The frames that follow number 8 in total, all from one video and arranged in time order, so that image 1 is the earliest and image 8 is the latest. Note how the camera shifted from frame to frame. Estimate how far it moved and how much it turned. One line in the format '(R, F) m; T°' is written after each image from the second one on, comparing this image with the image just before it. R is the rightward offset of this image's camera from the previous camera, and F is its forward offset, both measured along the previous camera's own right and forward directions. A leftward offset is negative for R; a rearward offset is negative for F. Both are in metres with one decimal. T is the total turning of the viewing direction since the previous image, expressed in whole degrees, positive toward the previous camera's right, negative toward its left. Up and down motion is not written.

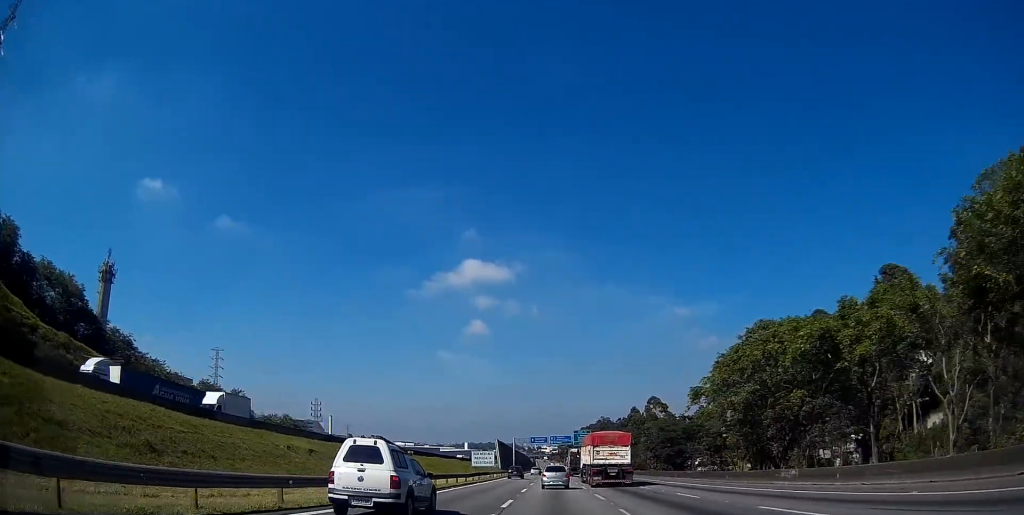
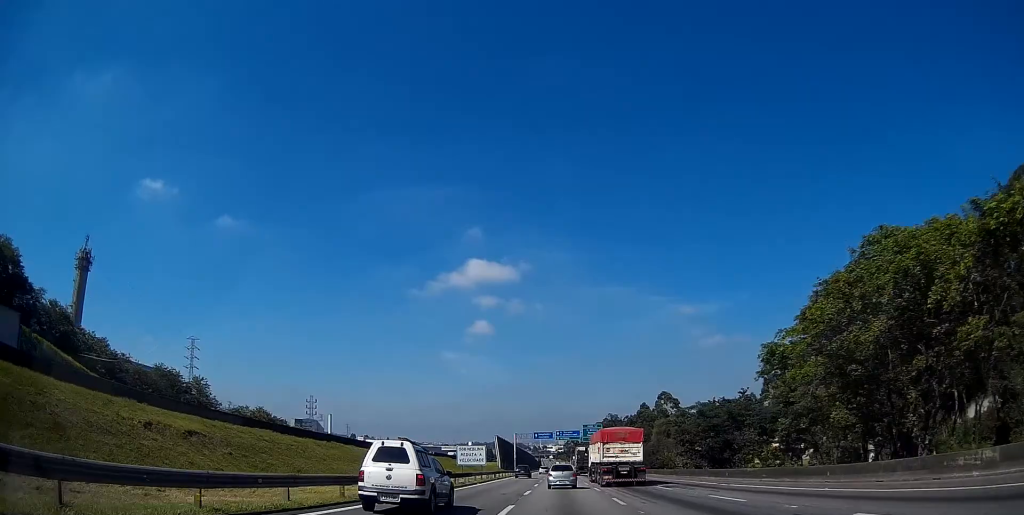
(0.0, +16.2) m; 0°
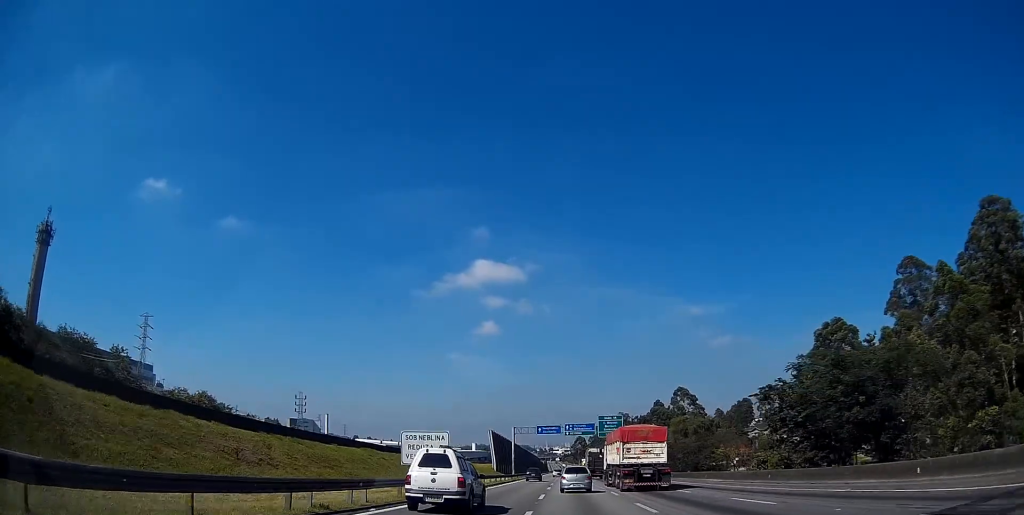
(-0.2, +25.2) m; -1°
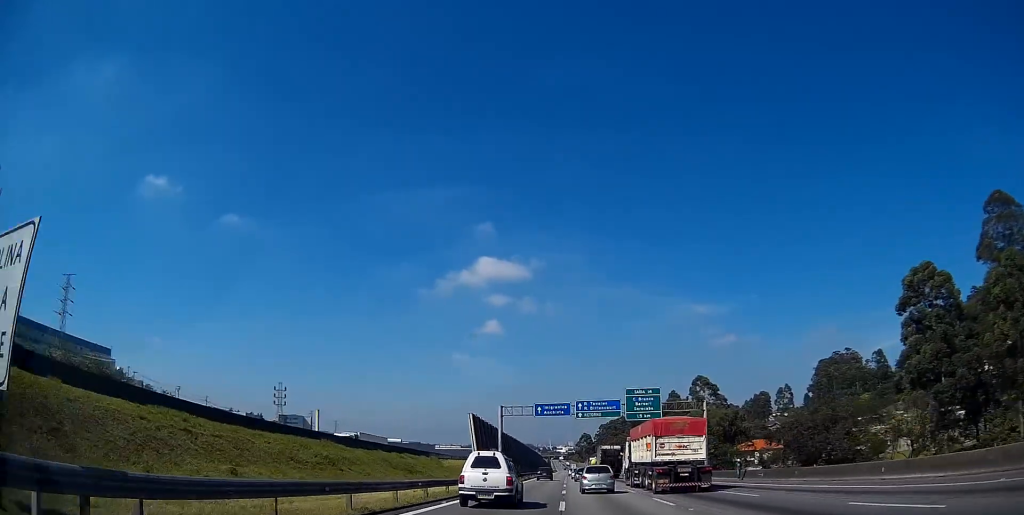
(-0.1, +31.5) m; 0°
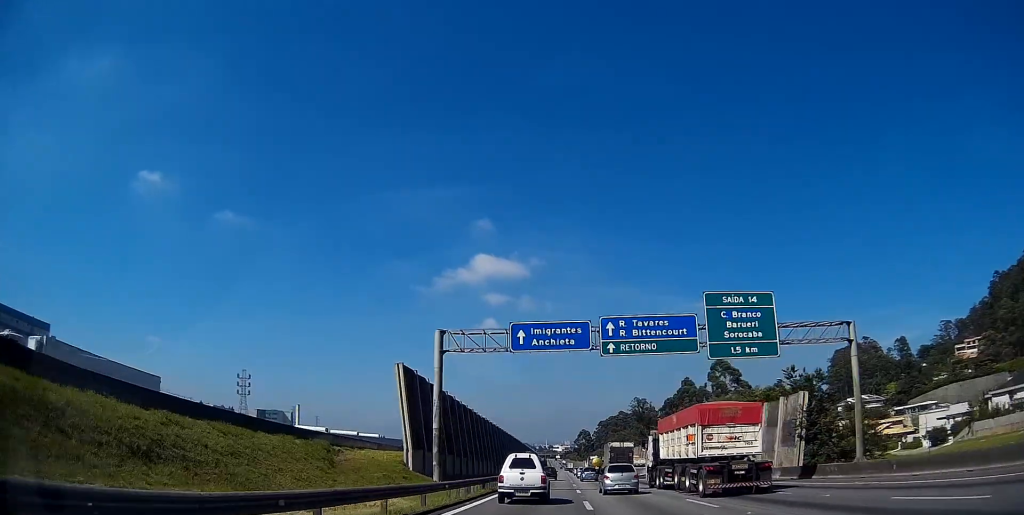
(-0.2, +35.9) m; 0°
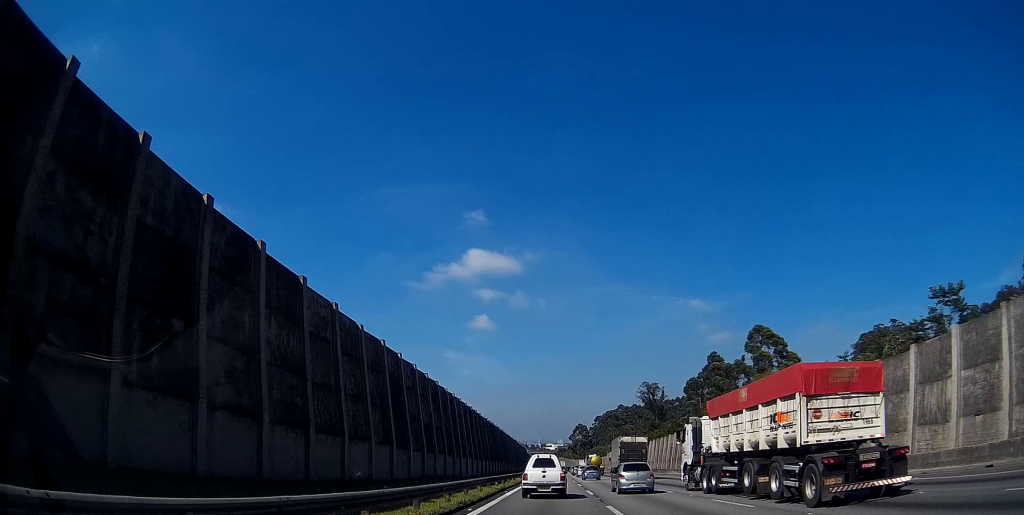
(+0.8, +51.4) m; +1°
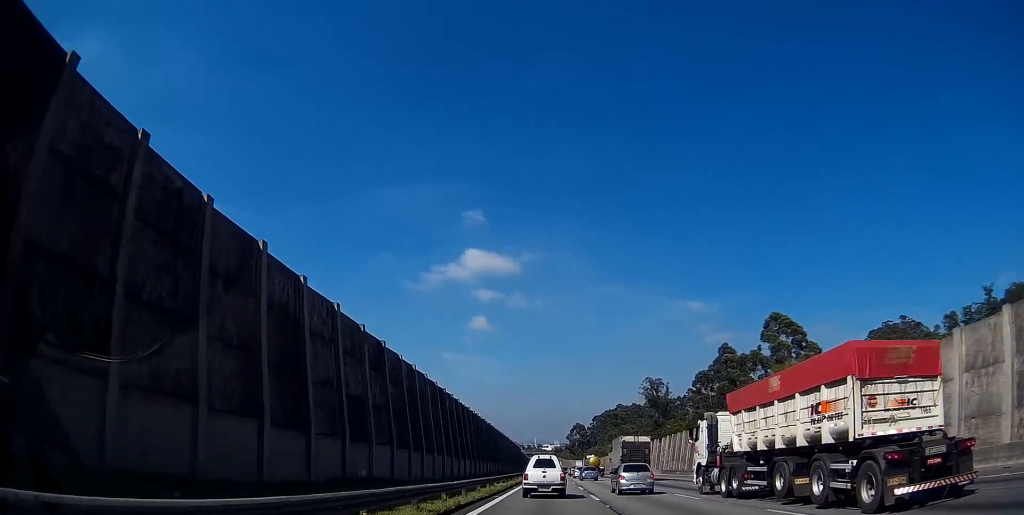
(0.0, +16.2) m; 0°
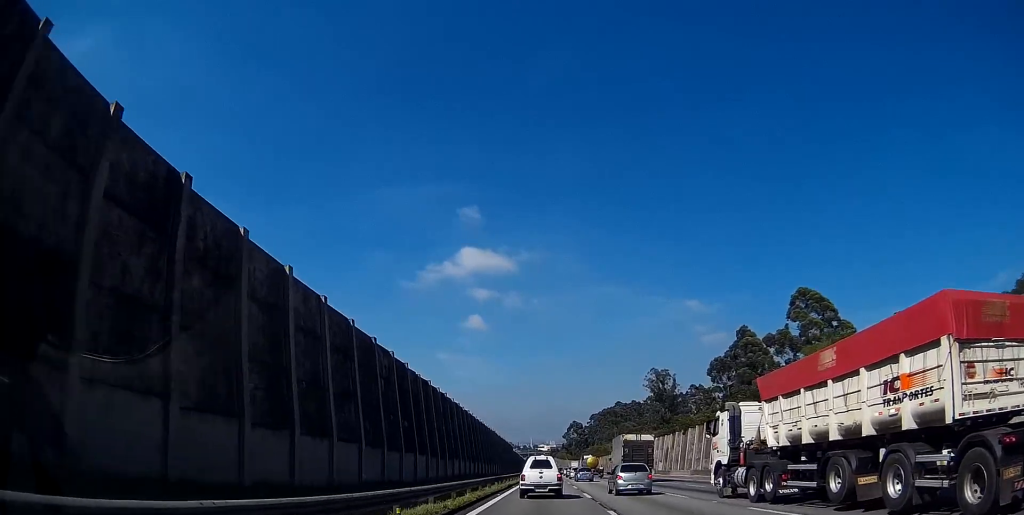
(+0.1, +21.6) m; -1°
